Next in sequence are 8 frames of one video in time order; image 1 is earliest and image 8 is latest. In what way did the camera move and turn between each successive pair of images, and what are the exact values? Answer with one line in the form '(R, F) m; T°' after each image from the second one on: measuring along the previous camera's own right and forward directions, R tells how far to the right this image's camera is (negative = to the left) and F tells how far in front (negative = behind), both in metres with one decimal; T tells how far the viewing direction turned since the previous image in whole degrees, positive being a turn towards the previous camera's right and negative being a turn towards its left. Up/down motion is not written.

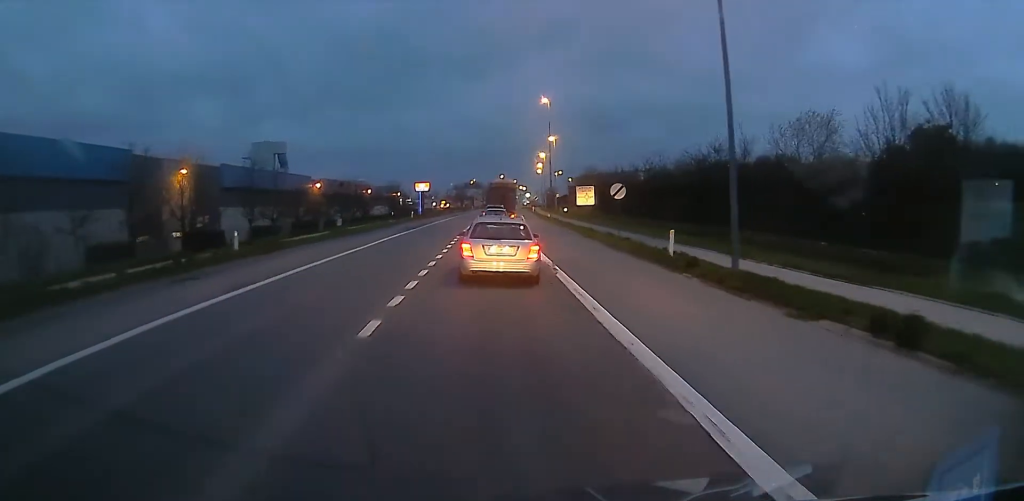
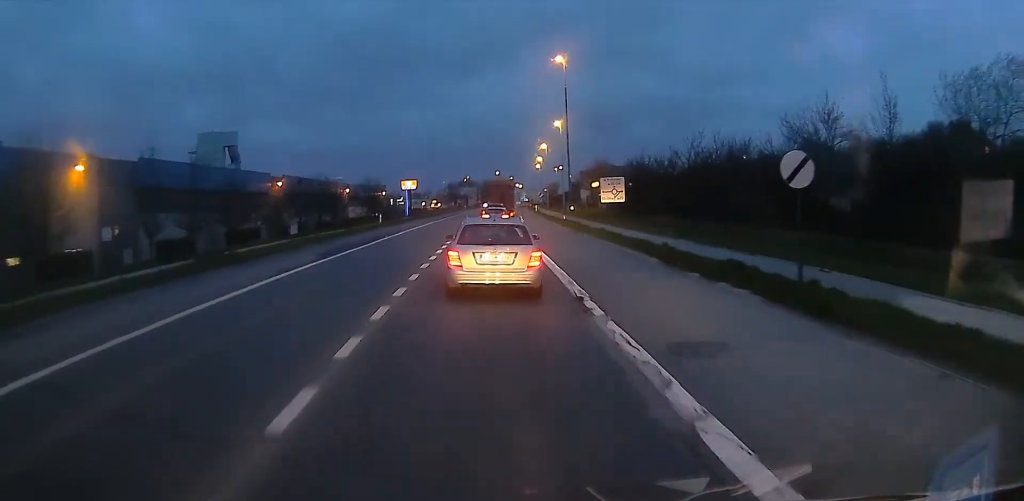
(0.0, +18.8) m; 0°
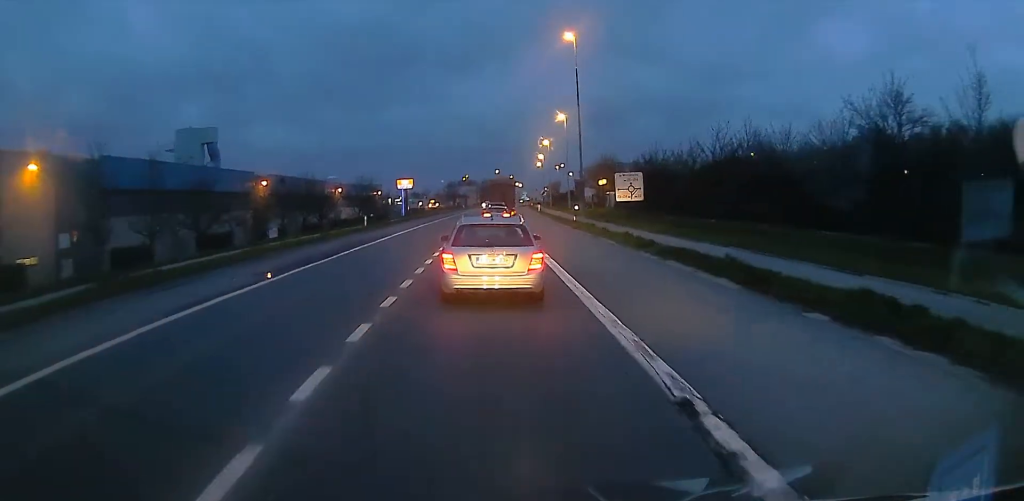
(0.0, +6.6) m; 0°
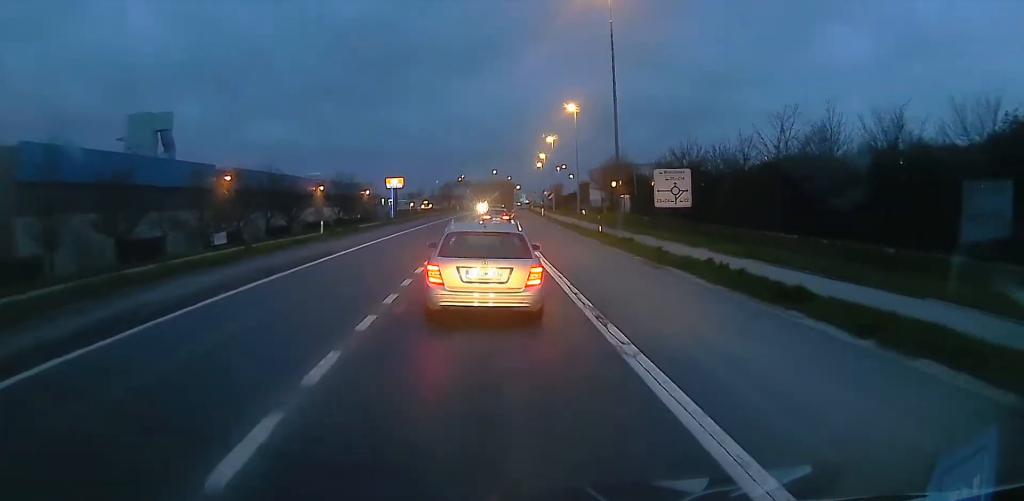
(0.0, +11.9) m; -1°
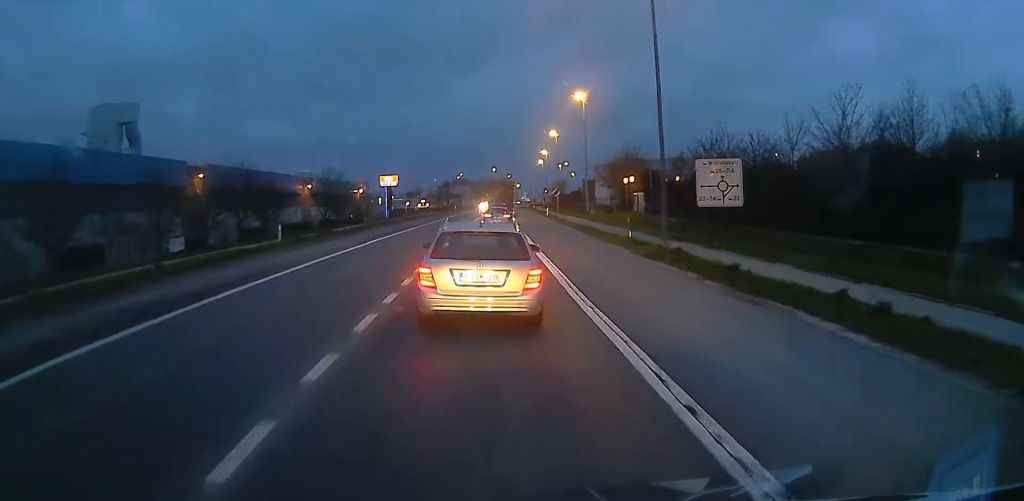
(-0.2, +7.5) m; -1°
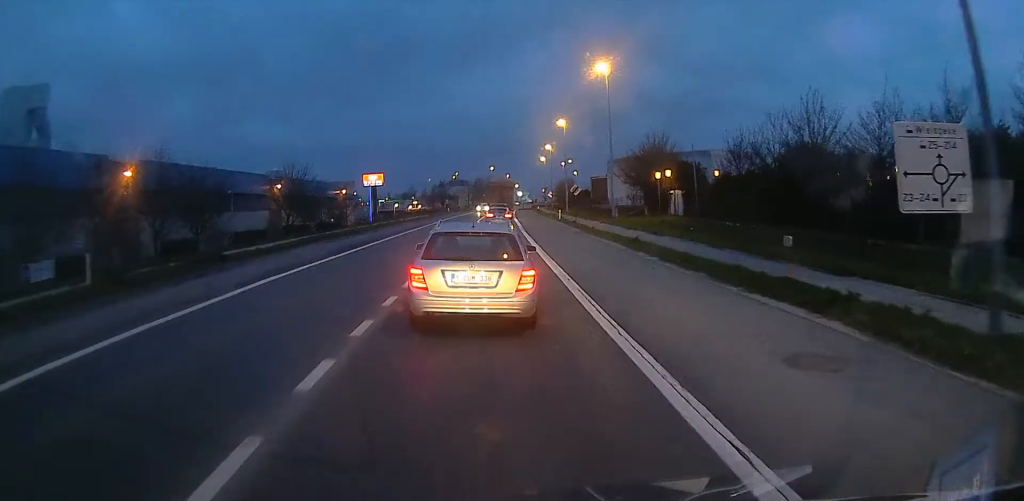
(-0.2, +15.8) m; +3°
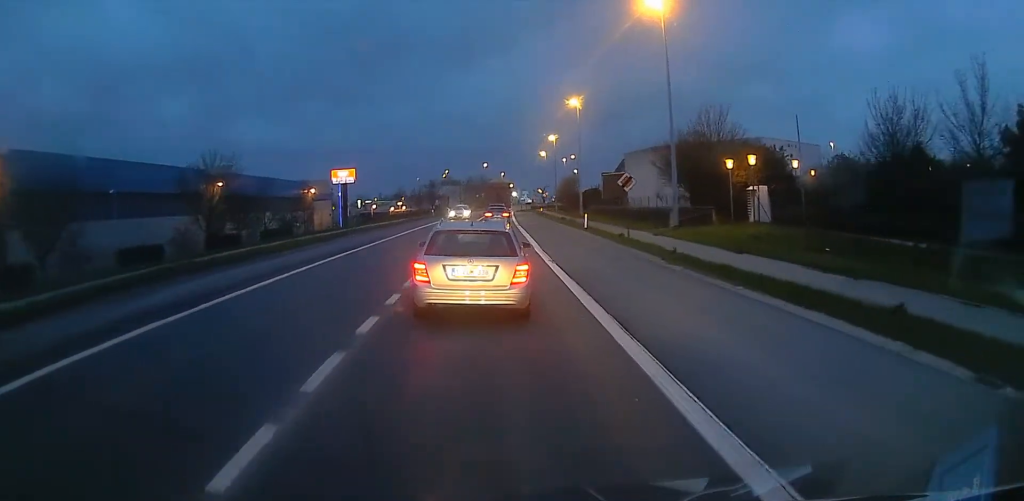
(+1.0, +20.8) m; +2°
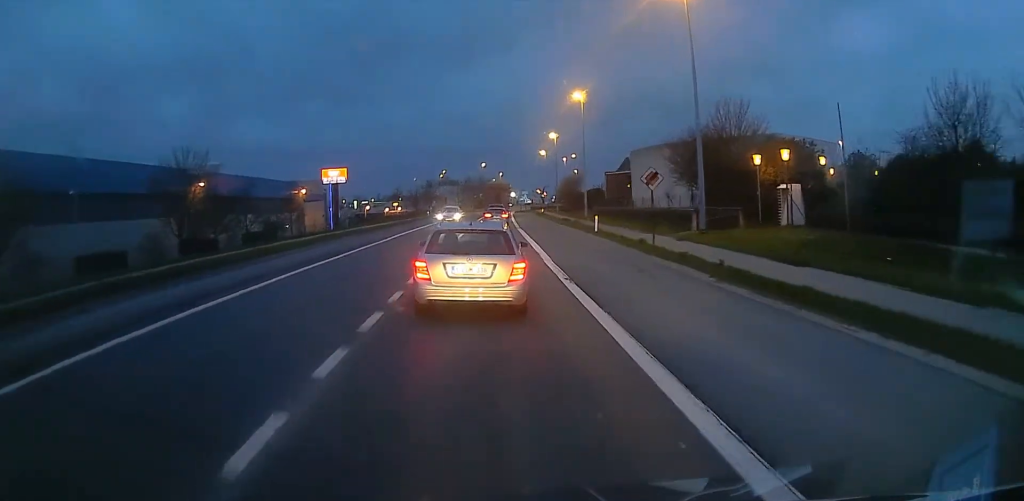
(-0.1, +5.1) m; -1°
